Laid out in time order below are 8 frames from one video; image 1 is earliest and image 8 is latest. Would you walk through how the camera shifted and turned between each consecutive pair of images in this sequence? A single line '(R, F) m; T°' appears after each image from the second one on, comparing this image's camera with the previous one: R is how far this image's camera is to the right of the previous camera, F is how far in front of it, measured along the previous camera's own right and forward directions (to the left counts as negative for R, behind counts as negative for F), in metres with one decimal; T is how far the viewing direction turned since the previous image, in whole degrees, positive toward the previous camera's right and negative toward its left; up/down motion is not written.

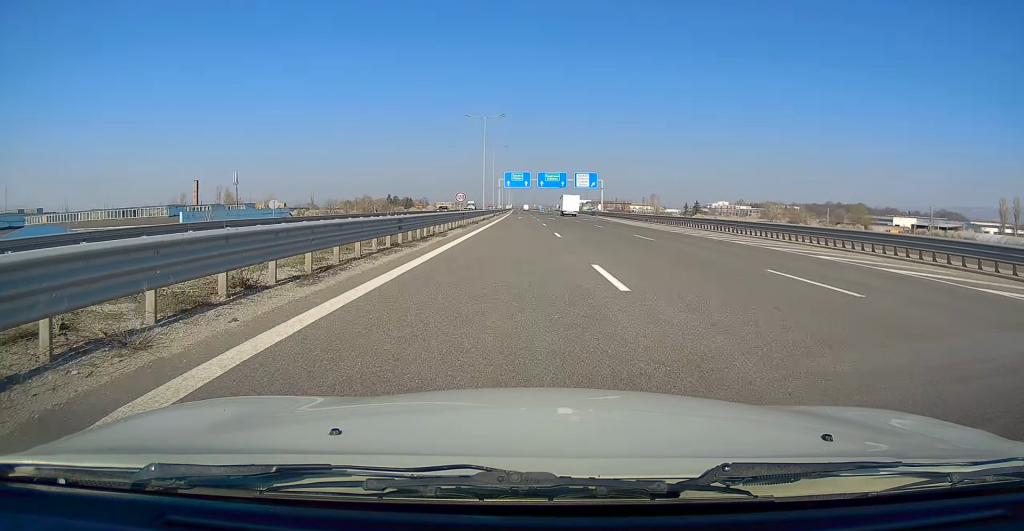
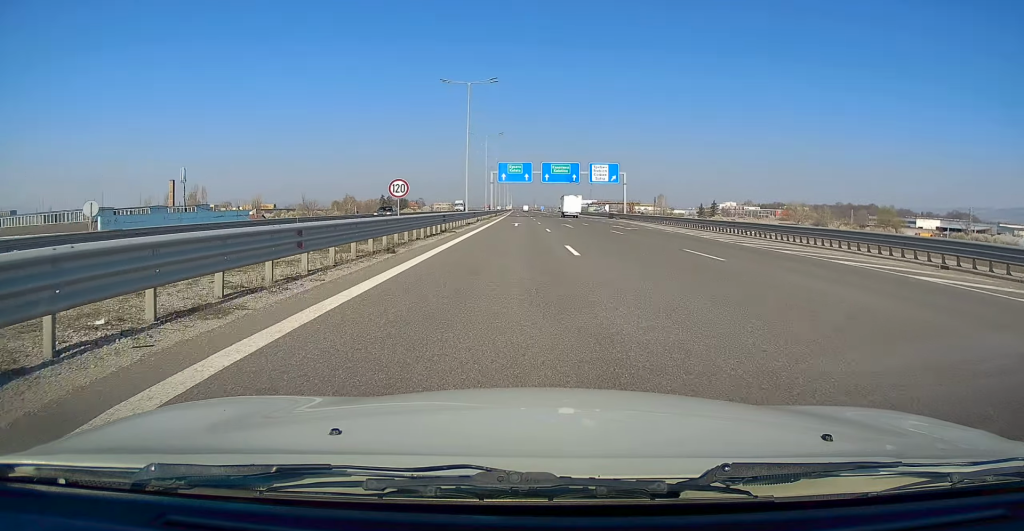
(+0.2, +25.3) m; 0°
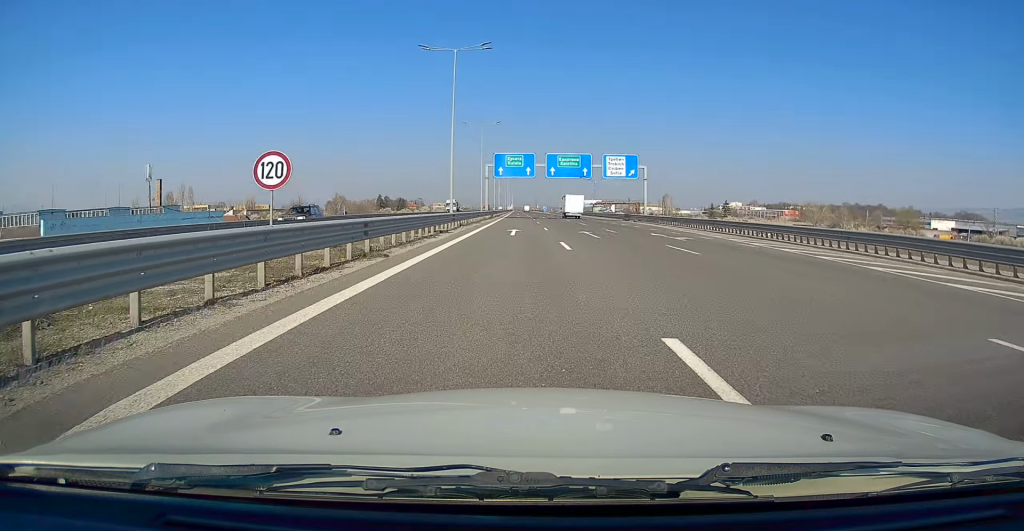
(+0.1, +13.7) m; 0°
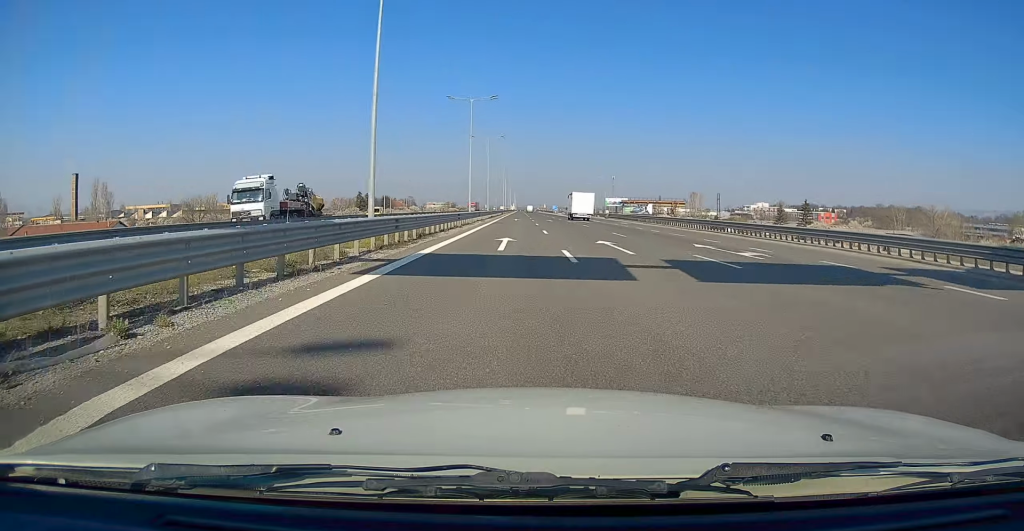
(-0.8, +67.8) m; -1°
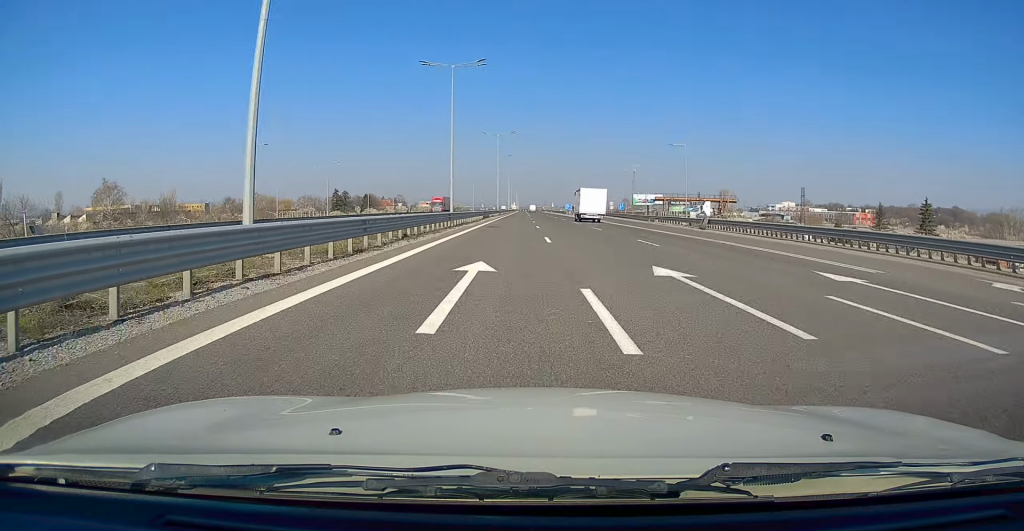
(0.0, +56.2) m; 0°
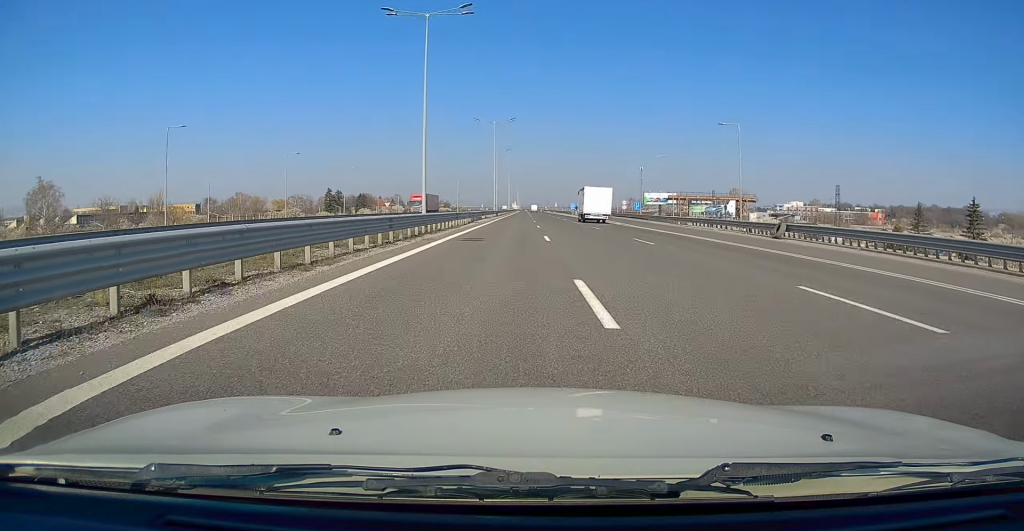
(0.0, +14.9) m; 0°
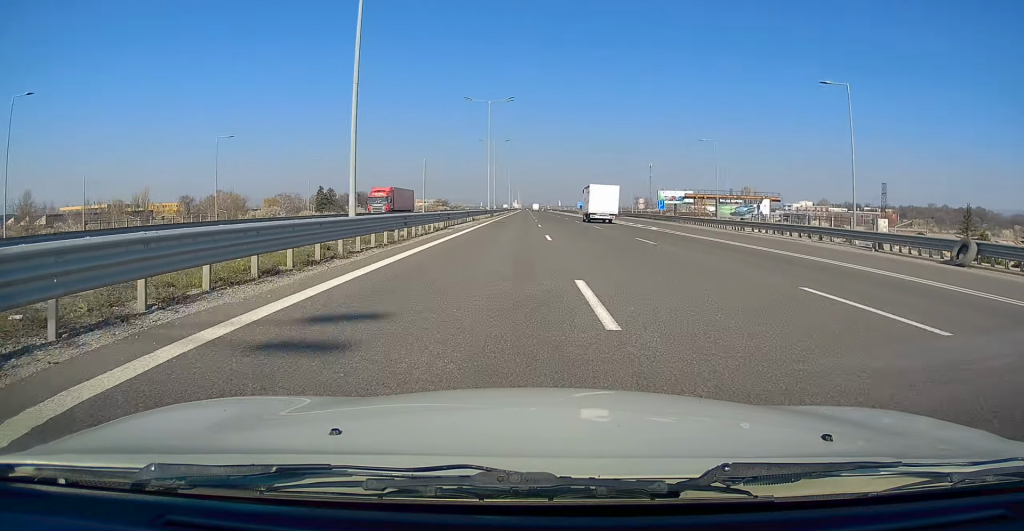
(0.0, +16.0) m; 0°
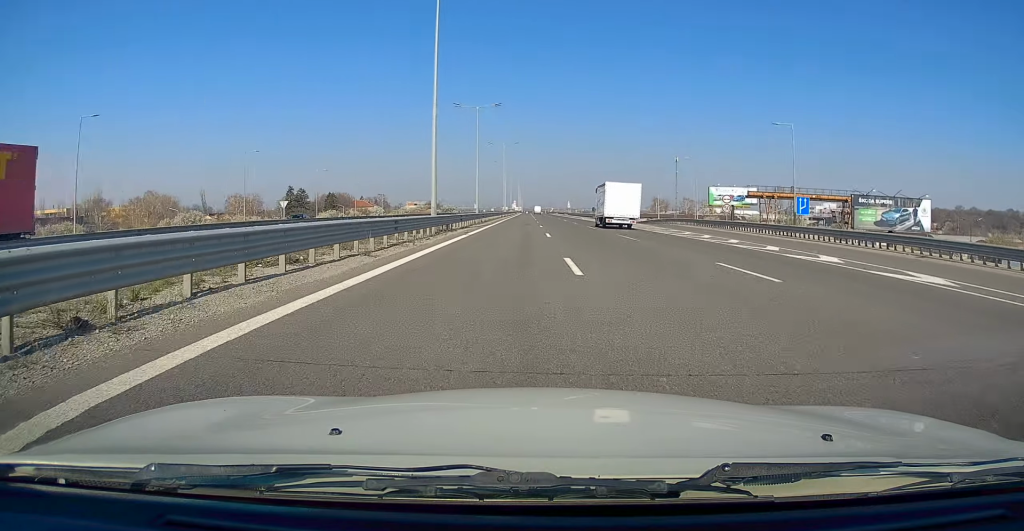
(0.0, +42.7) m; 0°
